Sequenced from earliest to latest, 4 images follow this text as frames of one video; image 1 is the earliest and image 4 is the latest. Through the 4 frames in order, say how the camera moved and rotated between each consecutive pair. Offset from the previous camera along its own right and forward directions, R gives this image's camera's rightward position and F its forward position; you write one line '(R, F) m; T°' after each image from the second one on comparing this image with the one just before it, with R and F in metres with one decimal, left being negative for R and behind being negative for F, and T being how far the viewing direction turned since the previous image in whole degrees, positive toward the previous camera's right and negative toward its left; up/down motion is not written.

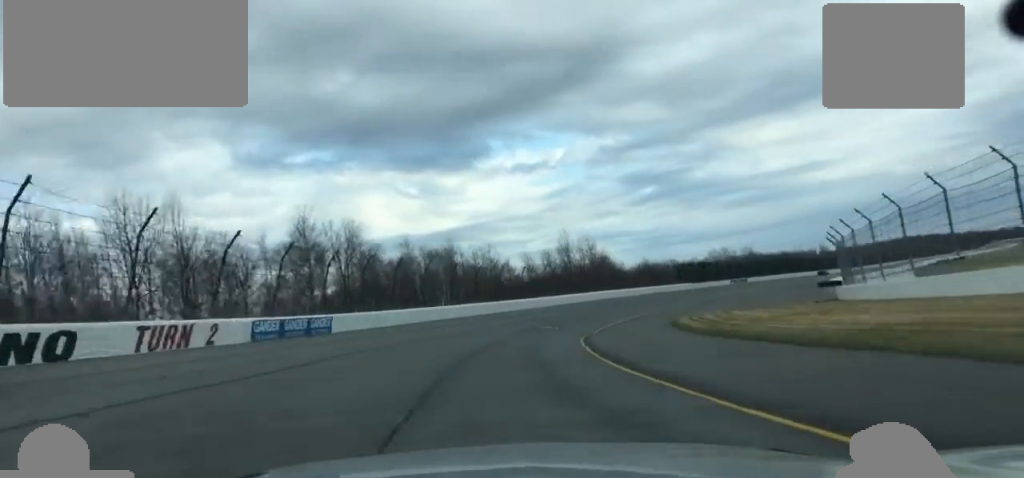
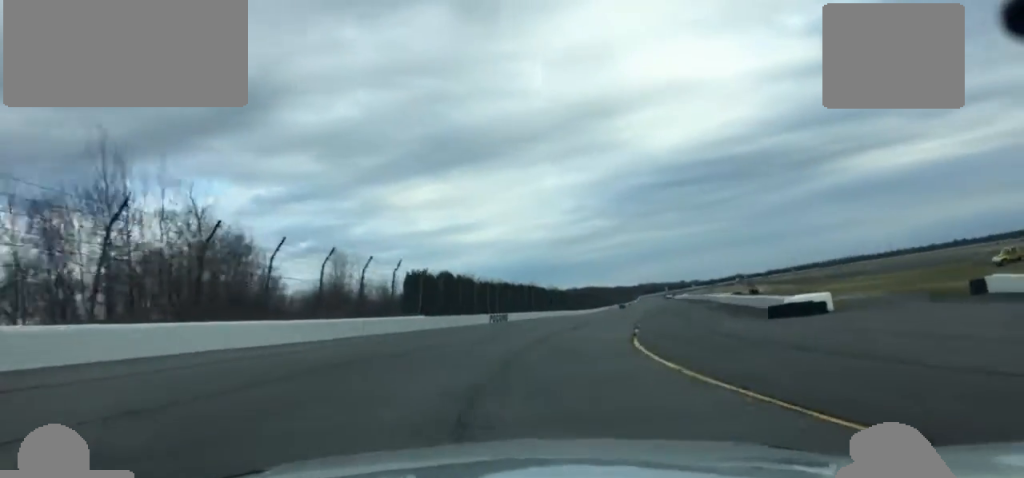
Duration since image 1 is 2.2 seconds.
(+18.0, +96.1) m; +20°
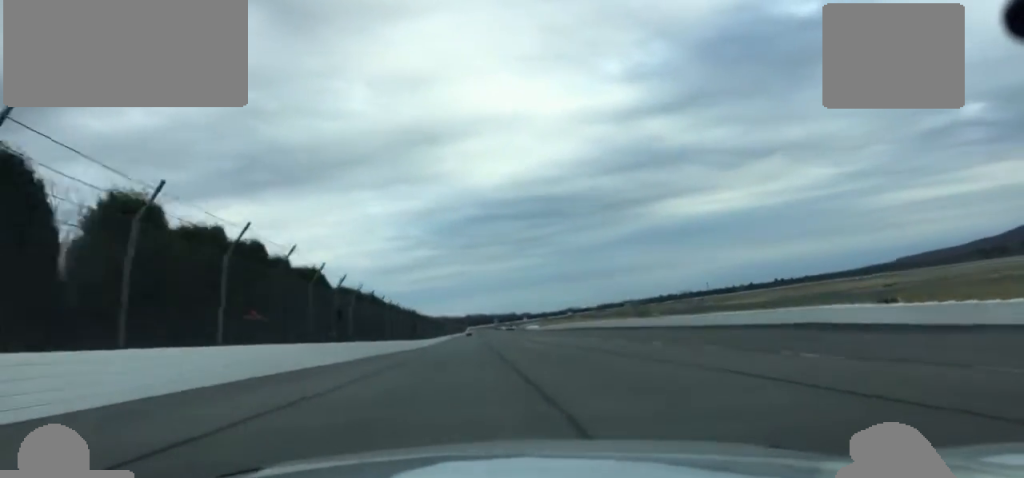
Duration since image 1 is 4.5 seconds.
(+22.2, +111.9) m; +15°
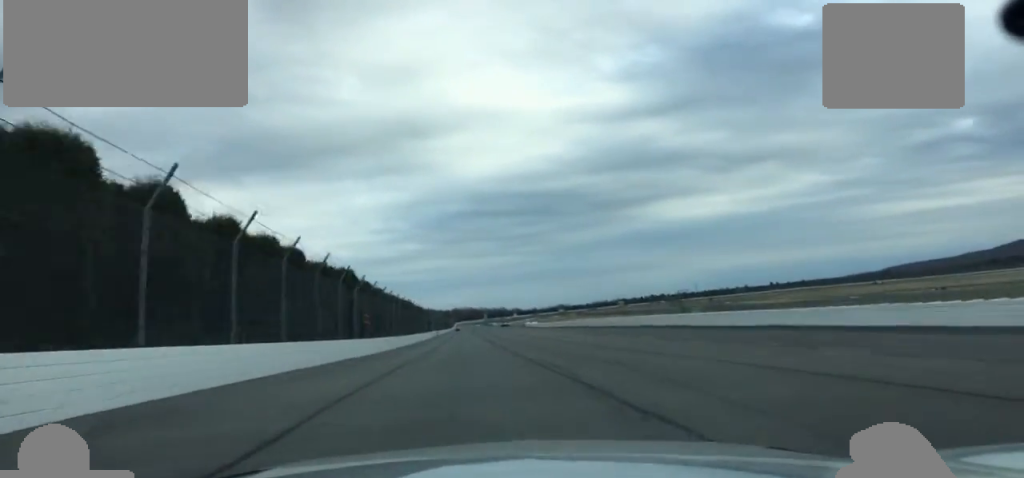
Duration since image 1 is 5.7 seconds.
(-0.3, +63.6) m; 0°
